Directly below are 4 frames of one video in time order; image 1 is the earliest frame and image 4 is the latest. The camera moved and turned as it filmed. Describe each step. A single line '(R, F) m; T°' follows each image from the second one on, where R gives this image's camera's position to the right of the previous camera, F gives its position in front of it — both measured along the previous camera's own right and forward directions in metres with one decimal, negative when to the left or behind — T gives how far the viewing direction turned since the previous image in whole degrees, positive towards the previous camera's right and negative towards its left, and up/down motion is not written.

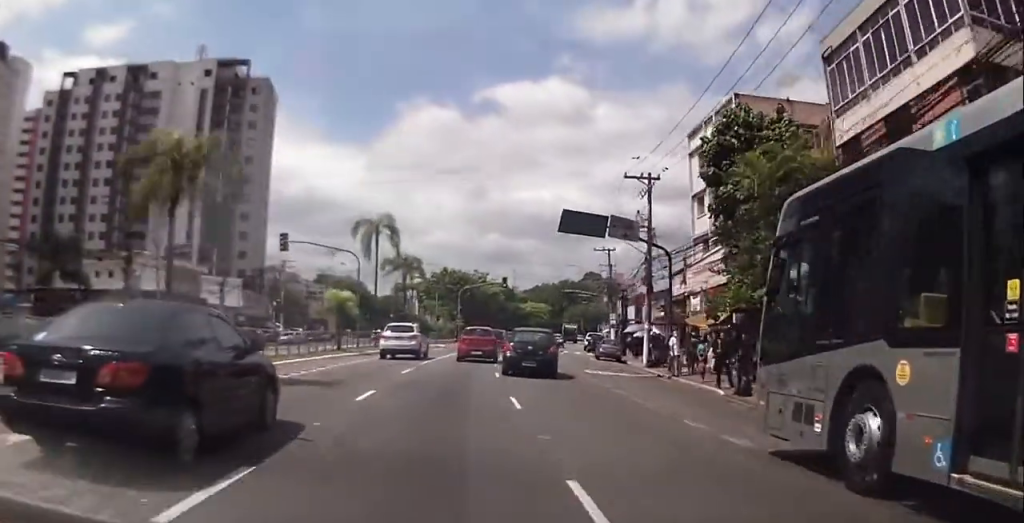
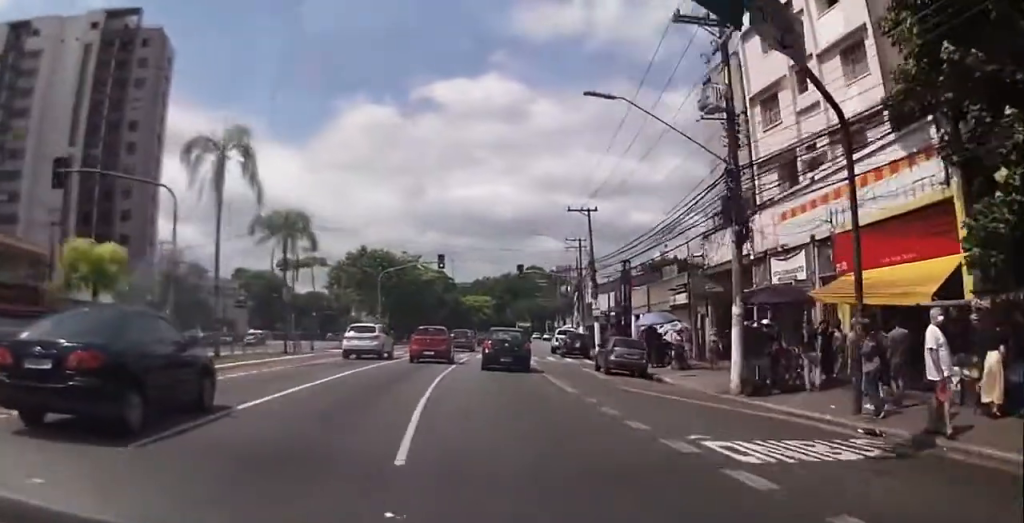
(+0.8, +19.4) m; +4°
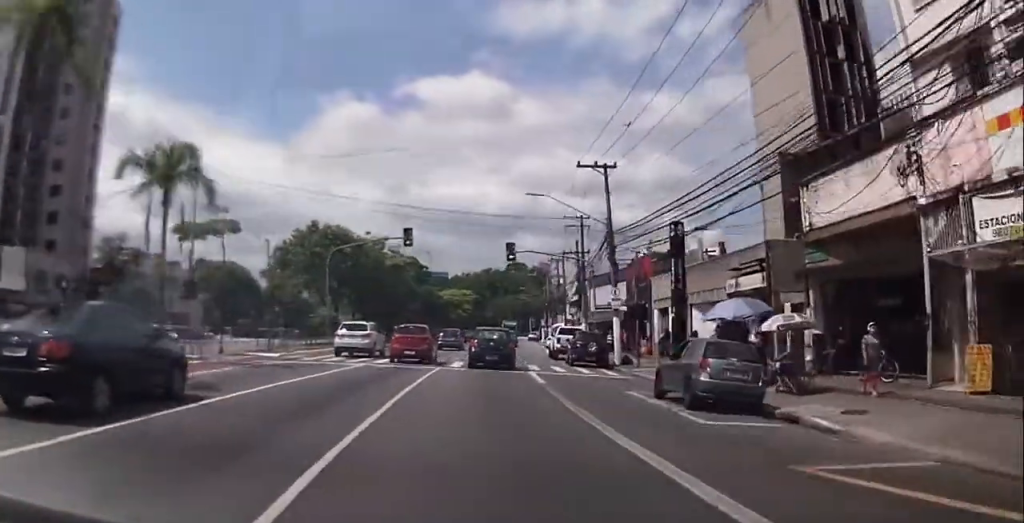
(+0.2, +12.0) m; +2°
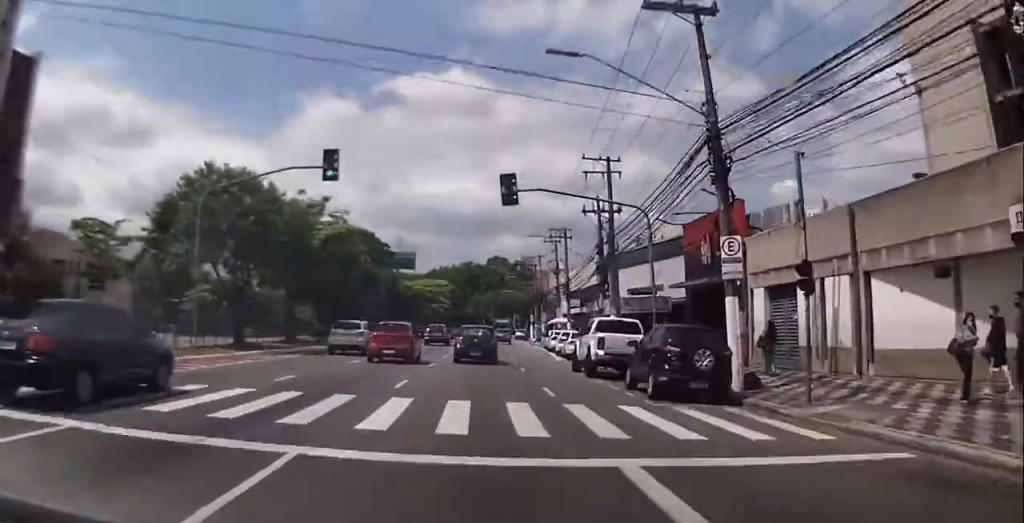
(+0.1, +17.7) m; 0°
